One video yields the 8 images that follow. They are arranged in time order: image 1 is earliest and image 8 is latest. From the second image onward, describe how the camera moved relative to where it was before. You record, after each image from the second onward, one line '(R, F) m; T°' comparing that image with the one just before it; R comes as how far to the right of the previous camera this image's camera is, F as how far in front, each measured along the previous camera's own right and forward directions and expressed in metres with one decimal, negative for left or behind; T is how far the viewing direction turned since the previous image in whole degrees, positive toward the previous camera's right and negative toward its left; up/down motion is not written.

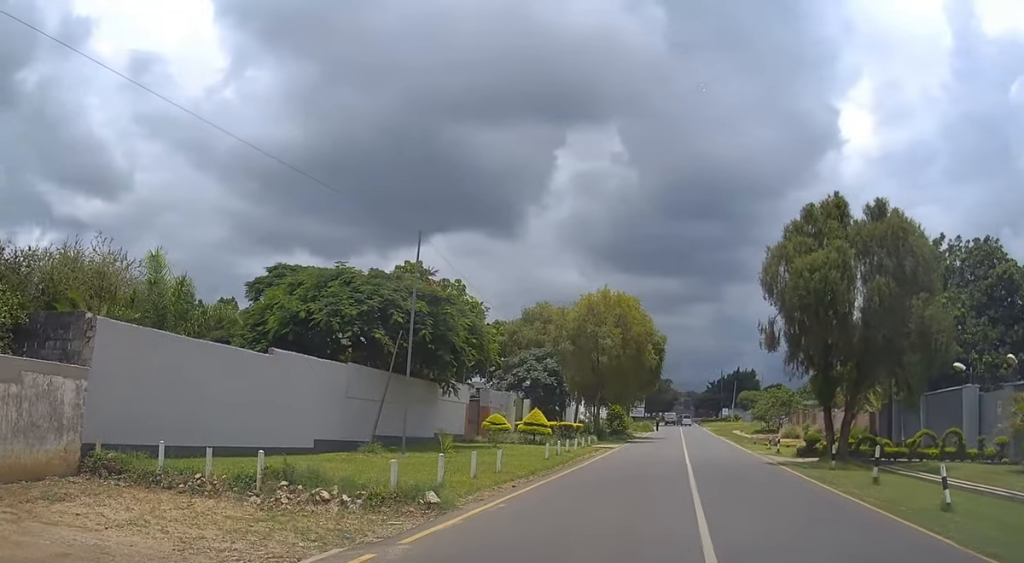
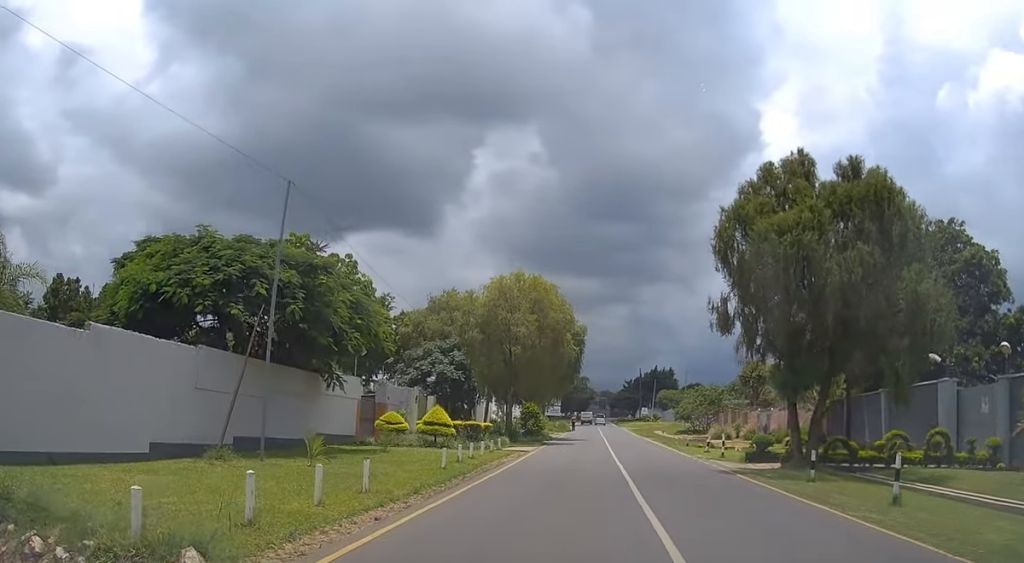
(+0.4, +5.0) m; +8°
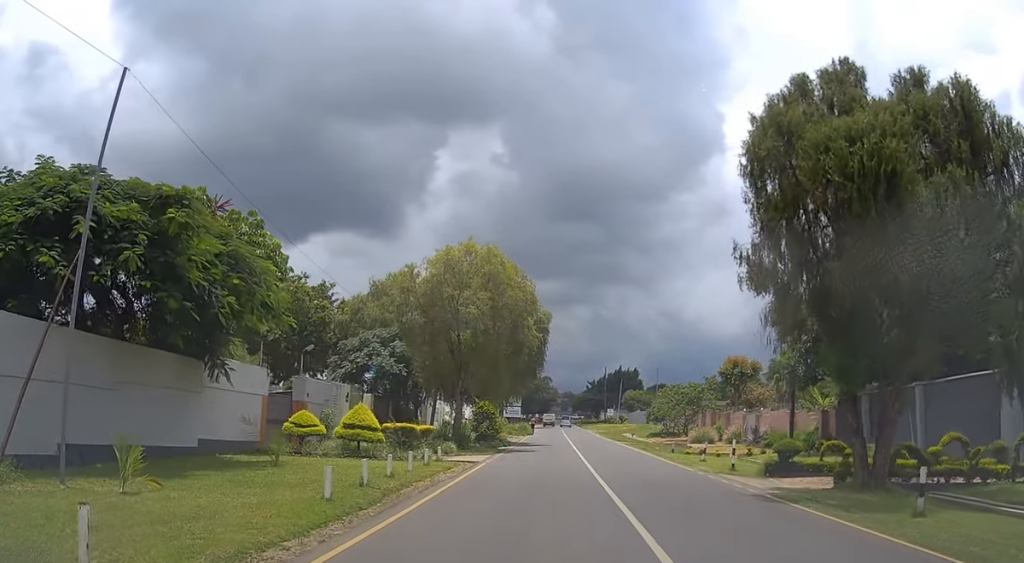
(+0.5, +6.8) m; +5°
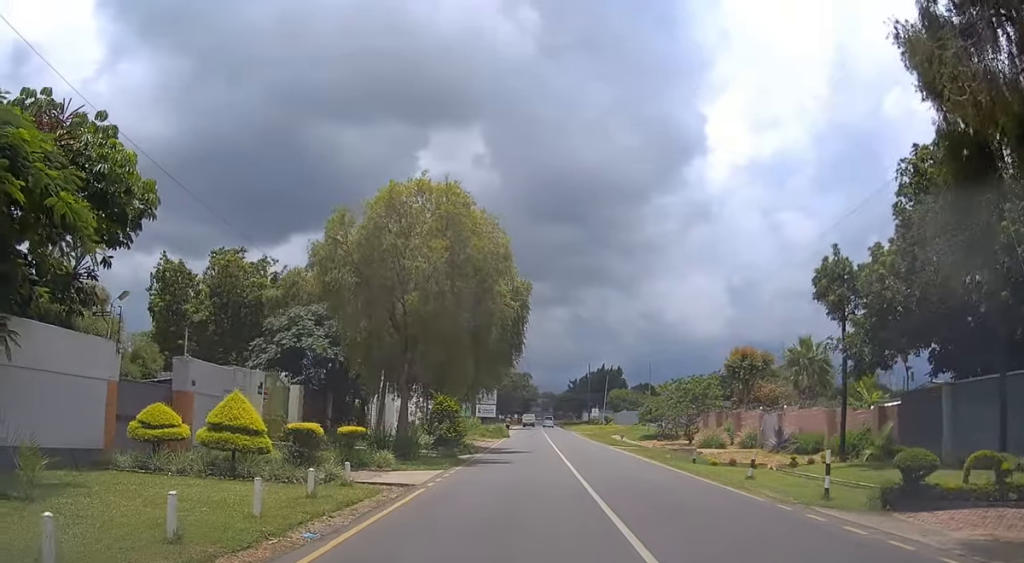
(+0.2, +8.4) m; +1°
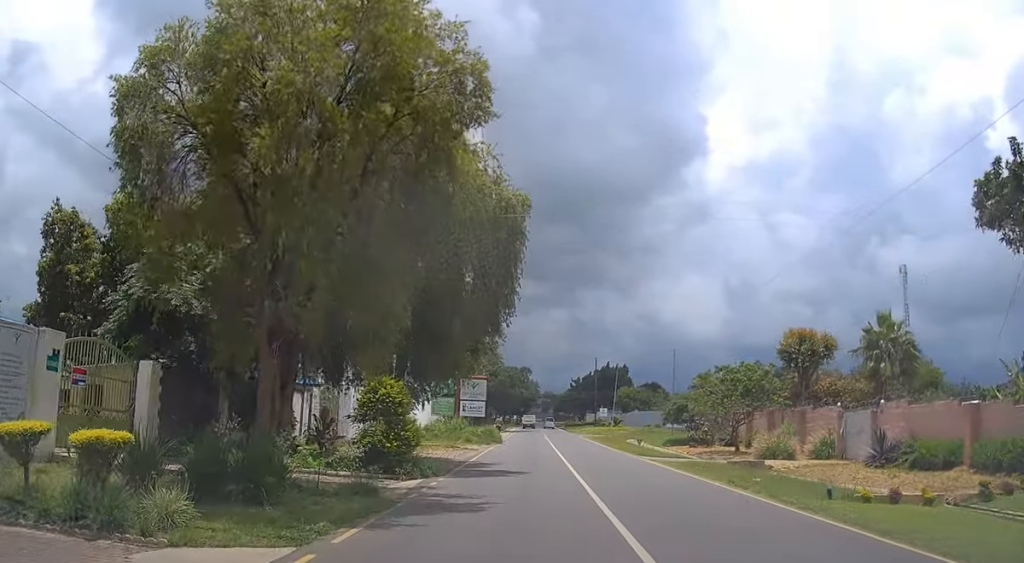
(+0.1, +11.7) m; +1°
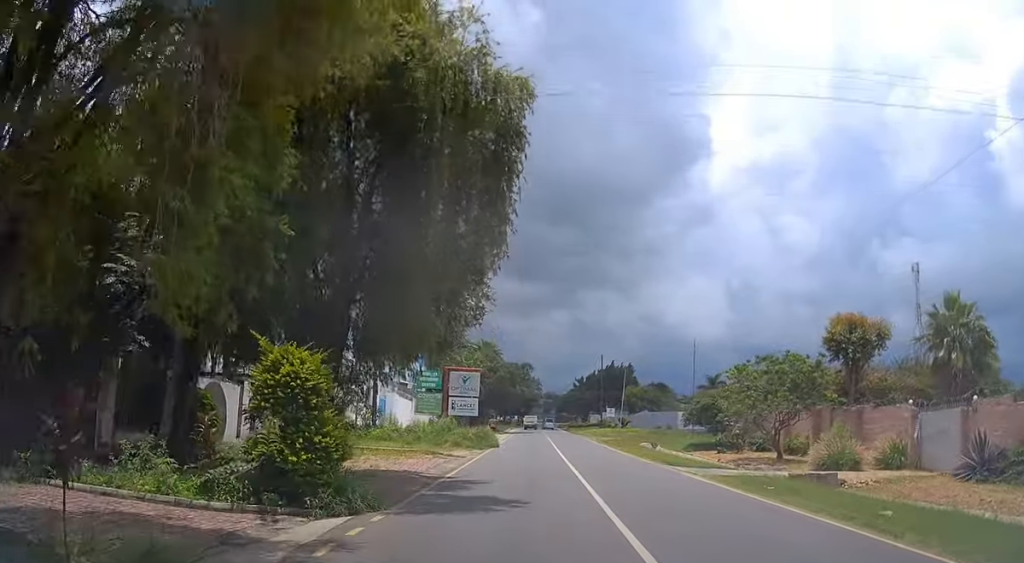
(0.0, +6.7) m; -1°
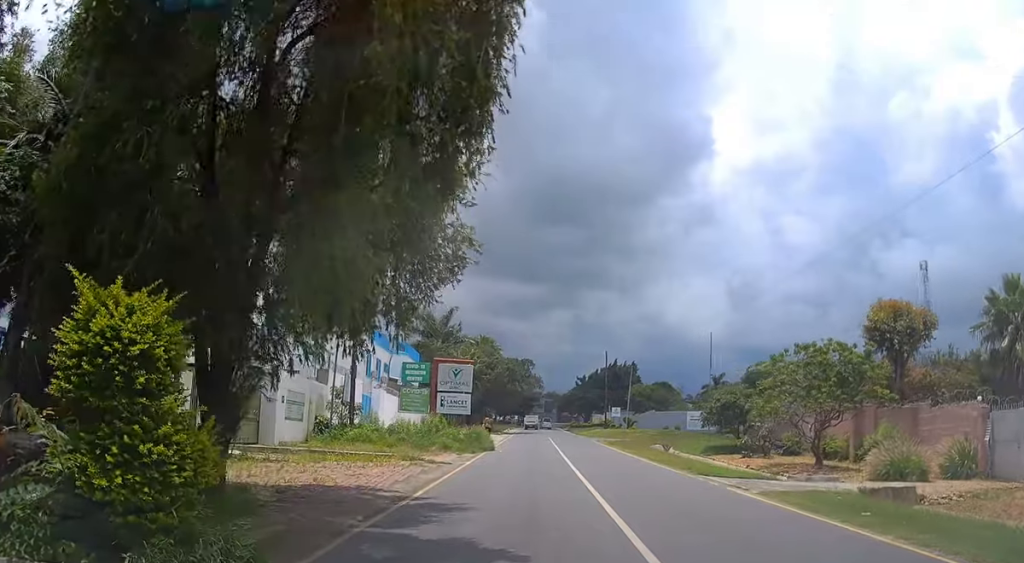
(-0.1, +4.6) m; -1°
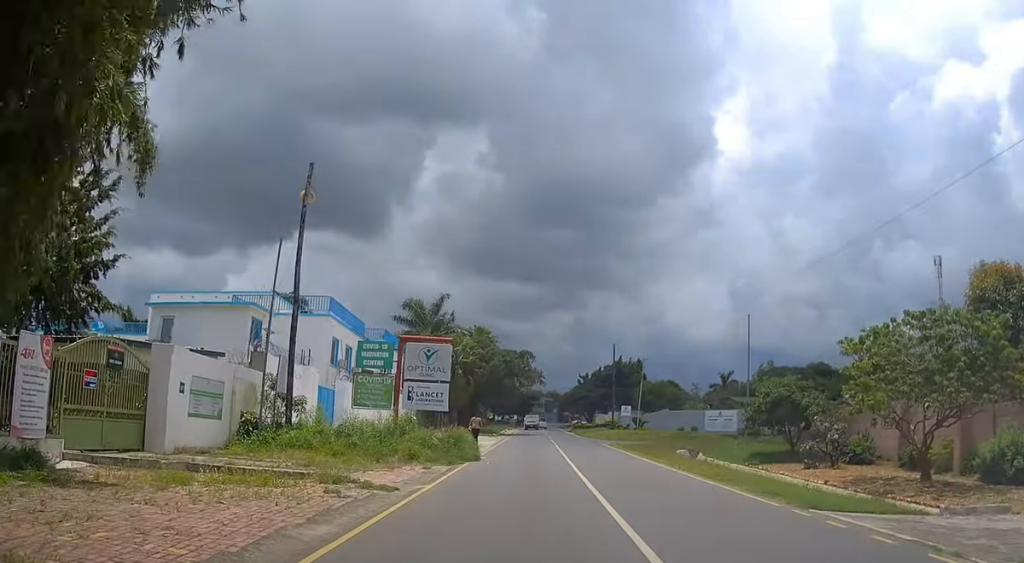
(0.0, +8.4) m; 0°
